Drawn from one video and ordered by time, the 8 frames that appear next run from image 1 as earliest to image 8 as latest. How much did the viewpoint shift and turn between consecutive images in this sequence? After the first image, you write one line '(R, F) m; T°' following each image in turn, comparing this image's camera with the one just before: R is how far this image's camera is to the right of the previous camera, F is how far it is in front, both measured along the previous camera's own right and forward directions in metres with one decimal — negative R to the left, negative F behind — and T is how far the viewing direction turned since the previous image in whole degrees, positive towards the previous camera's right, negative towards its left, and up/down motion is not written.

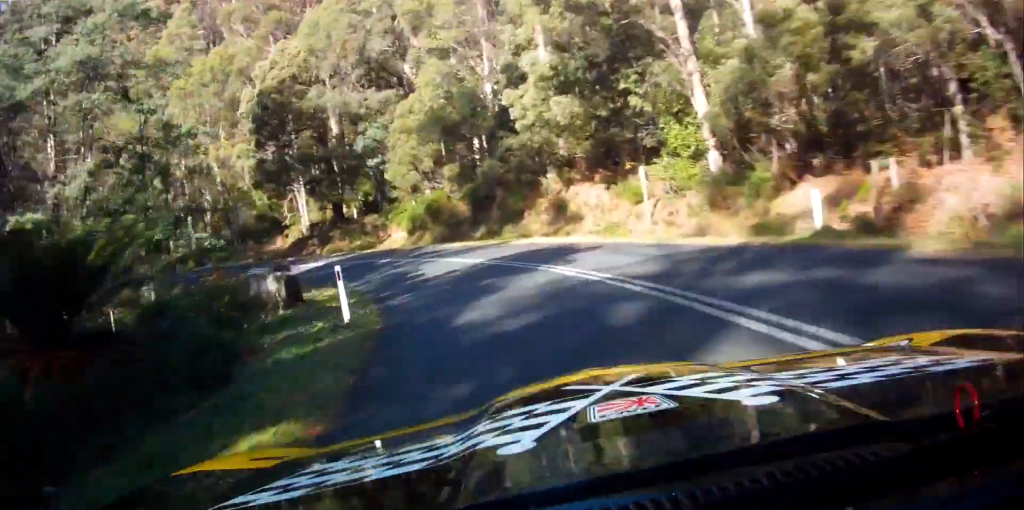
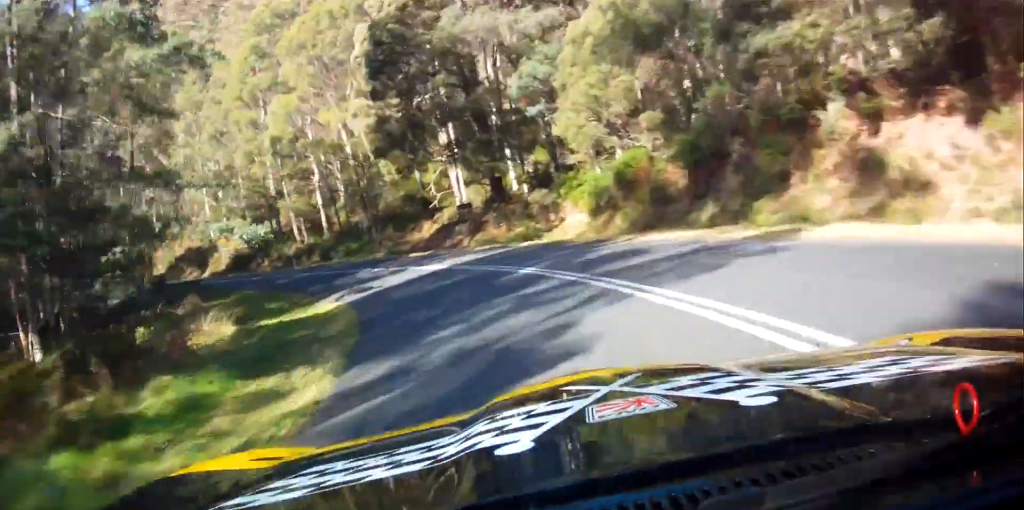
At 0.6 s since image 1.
(+0.3, +19.1) m; -2°
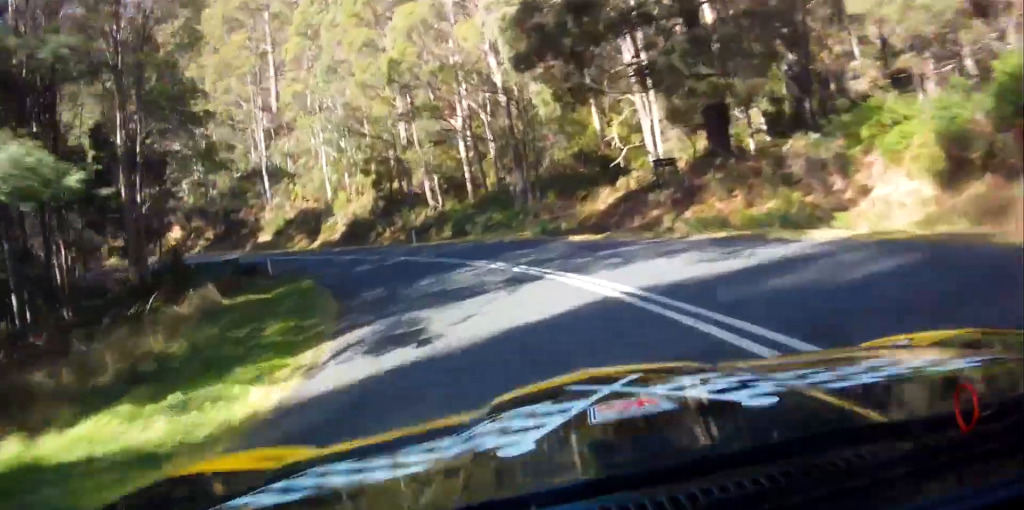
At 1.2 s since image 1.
(-0.7, +18.7) m; -7°
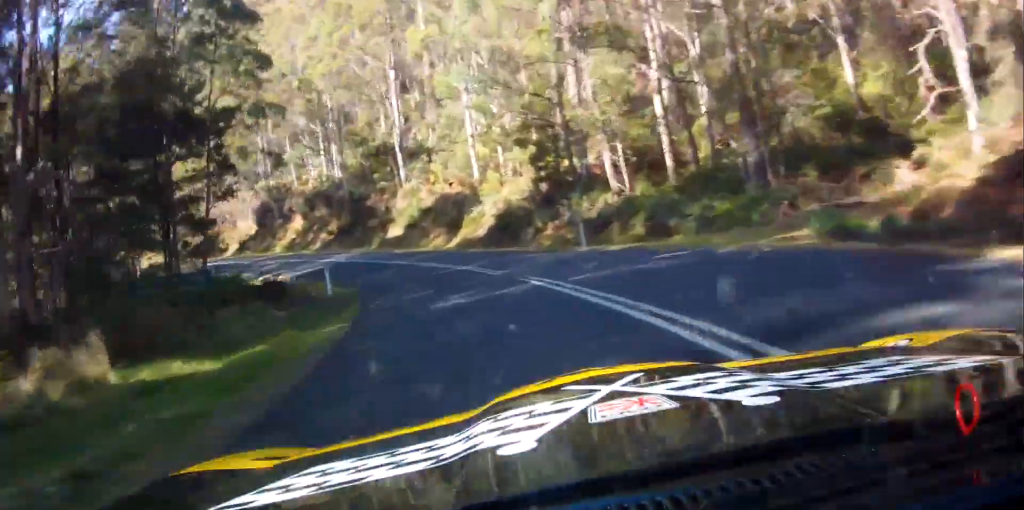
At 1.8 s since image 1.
(-0.9, +16.0) m; -20°
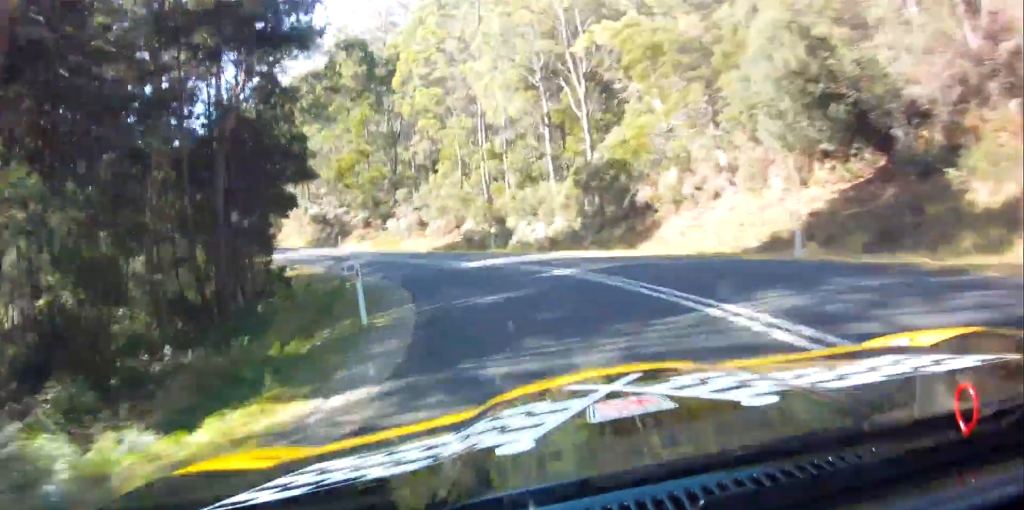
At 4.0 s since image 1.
(-49.4, +25.6) m; -85°
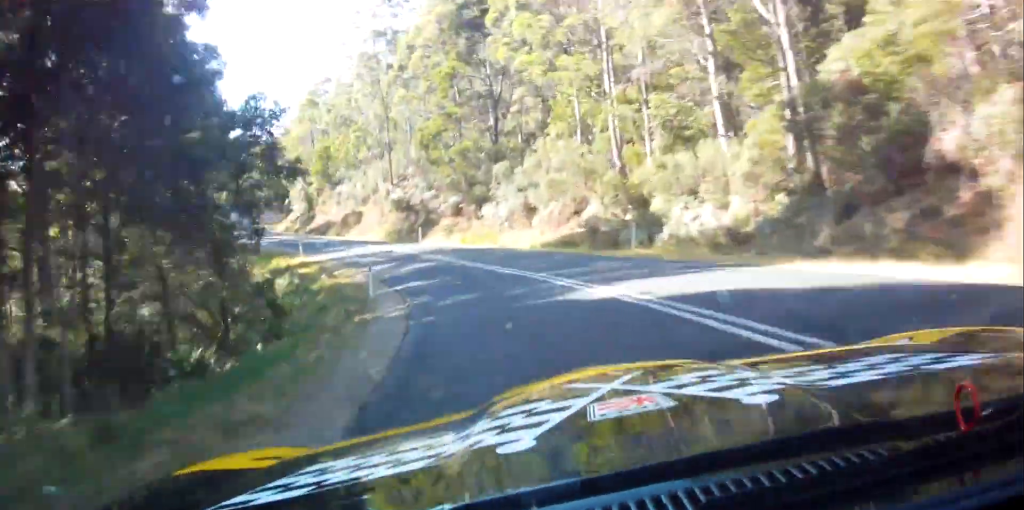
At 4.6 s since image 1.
(-0.1, +19.5) m; 0°
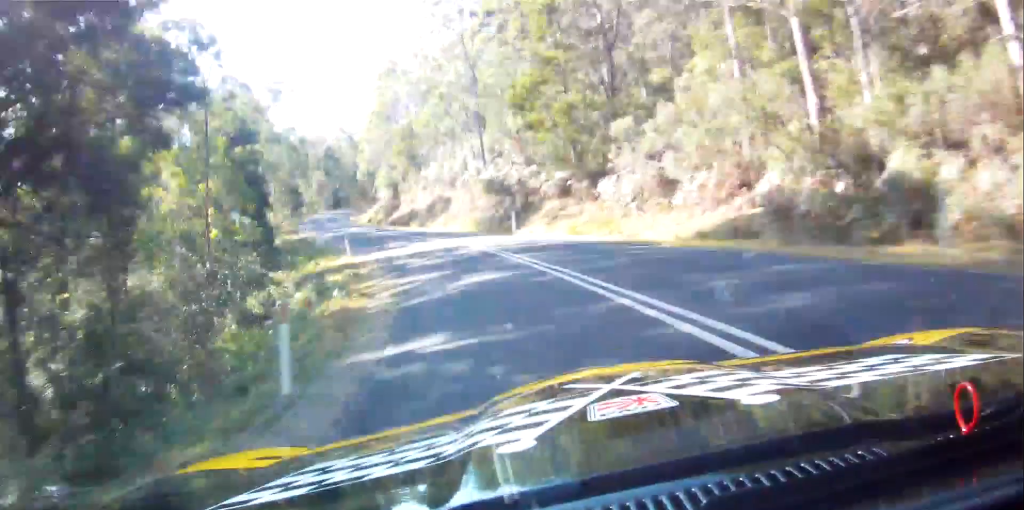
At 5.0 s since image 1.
(0.0, +17.6) m; 0°
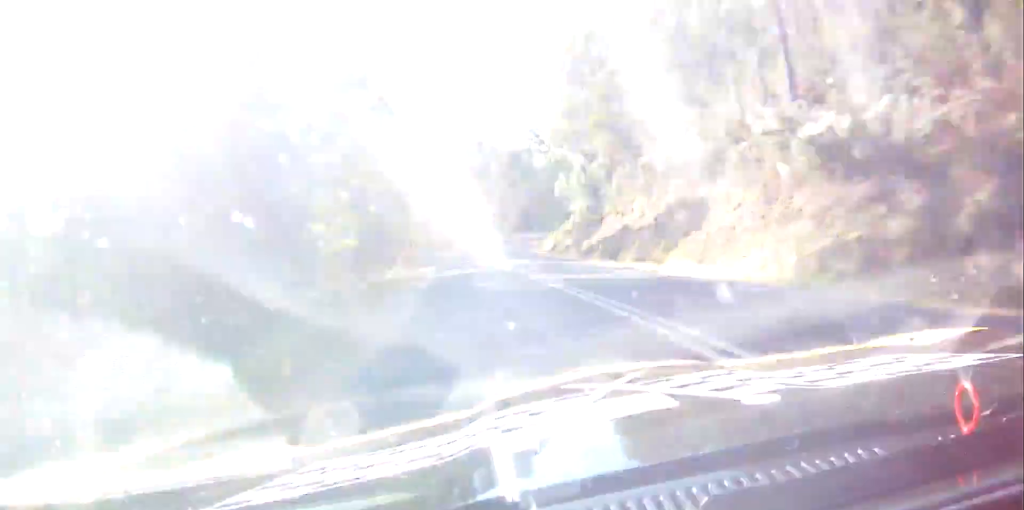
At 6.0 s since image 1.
(0.0, +39.2) m; 0°
